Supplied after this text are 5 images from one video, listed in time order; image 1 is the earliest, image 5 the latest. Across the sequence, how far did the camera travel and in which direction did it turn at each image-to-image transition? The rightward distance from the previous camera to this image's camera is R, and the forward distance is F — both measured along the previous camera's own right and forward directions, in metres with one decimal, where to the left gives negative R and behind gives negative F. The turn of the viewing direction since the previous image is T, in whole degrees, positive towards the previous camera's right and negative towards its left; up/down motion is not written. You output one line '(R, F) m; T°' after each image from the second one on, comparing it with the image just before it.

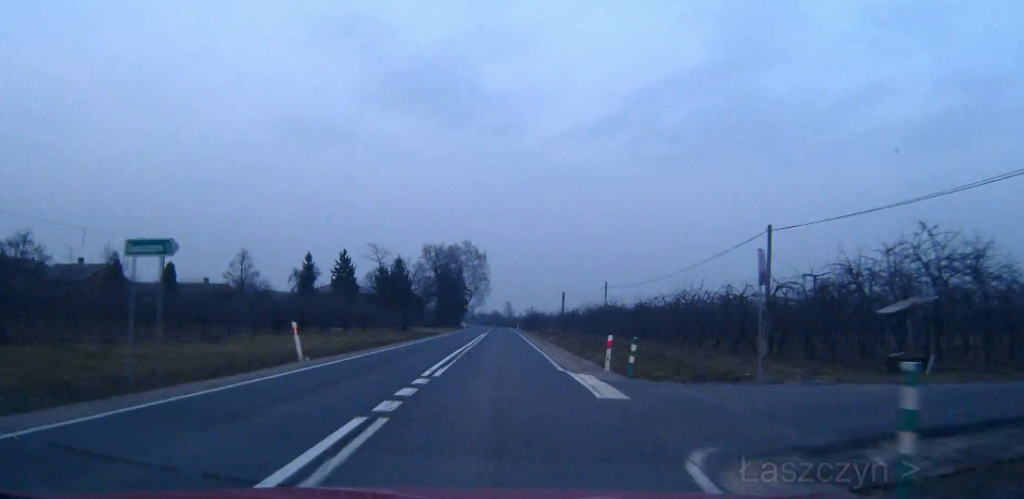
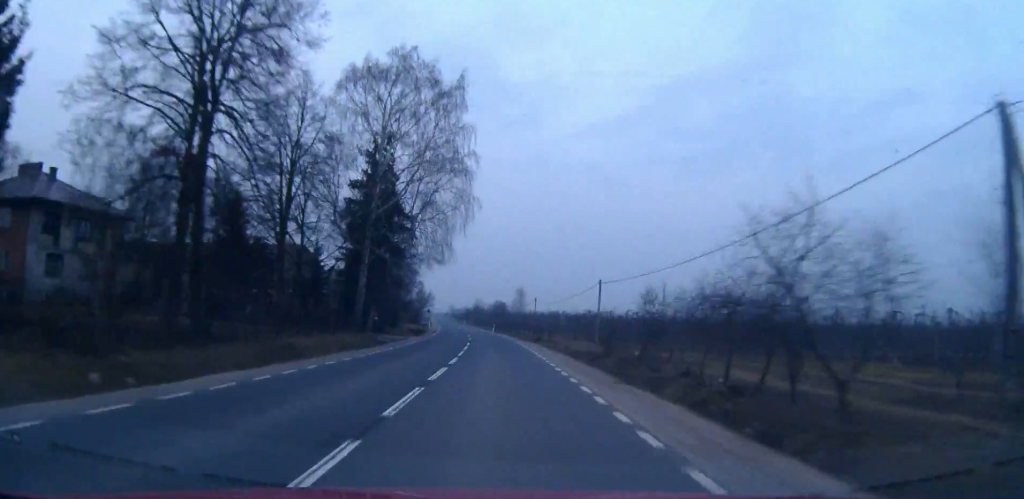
(-0.3, +123.9) m; -1°
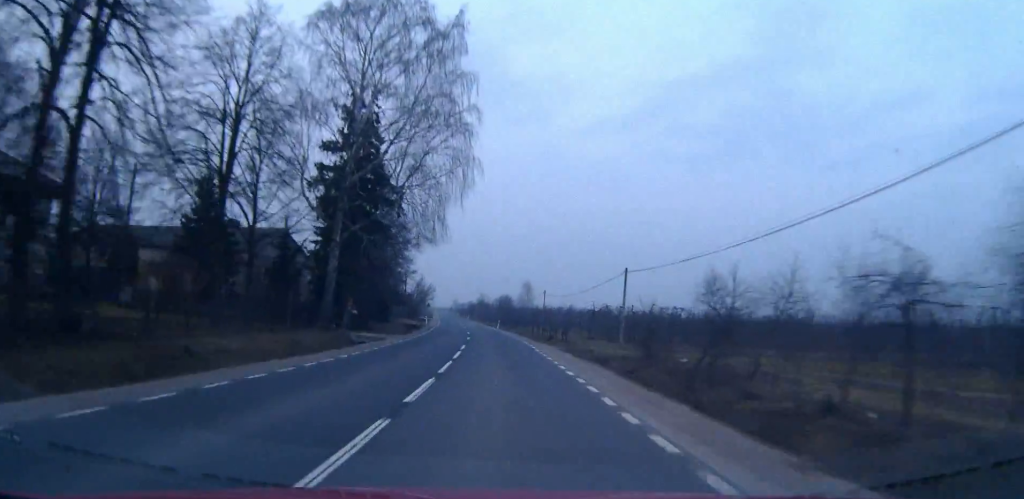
(0.0, +10.5) m; 0°
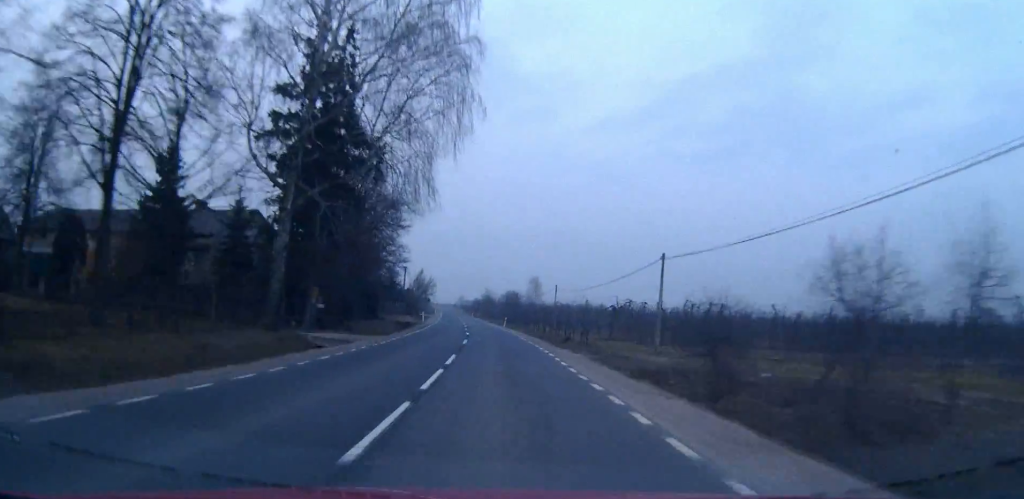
(0.0, +10.5) m; 0°
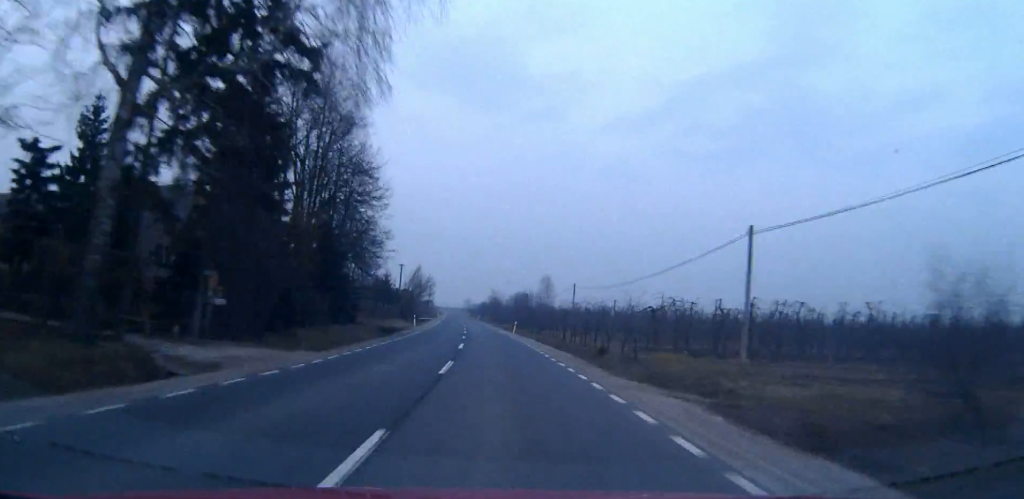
(0.0, +14.5) m; -1°
